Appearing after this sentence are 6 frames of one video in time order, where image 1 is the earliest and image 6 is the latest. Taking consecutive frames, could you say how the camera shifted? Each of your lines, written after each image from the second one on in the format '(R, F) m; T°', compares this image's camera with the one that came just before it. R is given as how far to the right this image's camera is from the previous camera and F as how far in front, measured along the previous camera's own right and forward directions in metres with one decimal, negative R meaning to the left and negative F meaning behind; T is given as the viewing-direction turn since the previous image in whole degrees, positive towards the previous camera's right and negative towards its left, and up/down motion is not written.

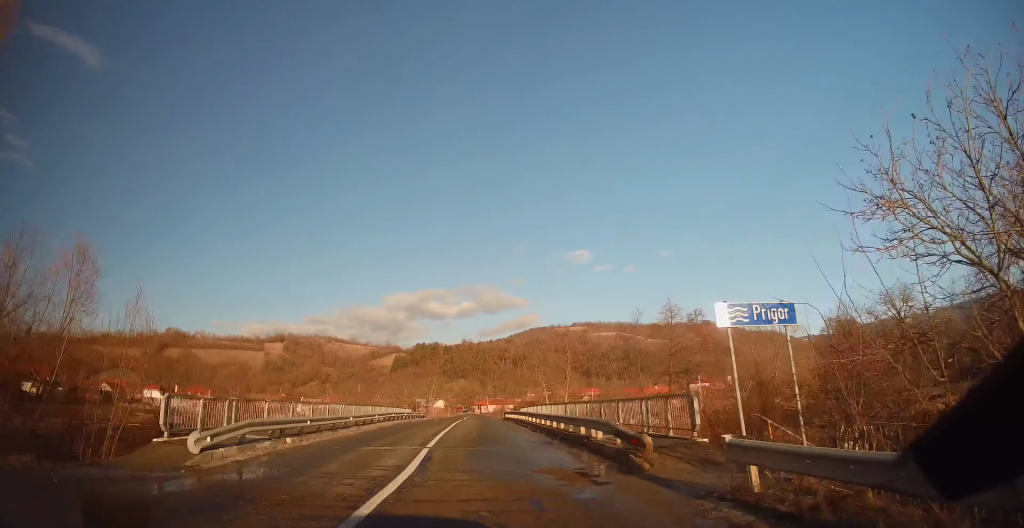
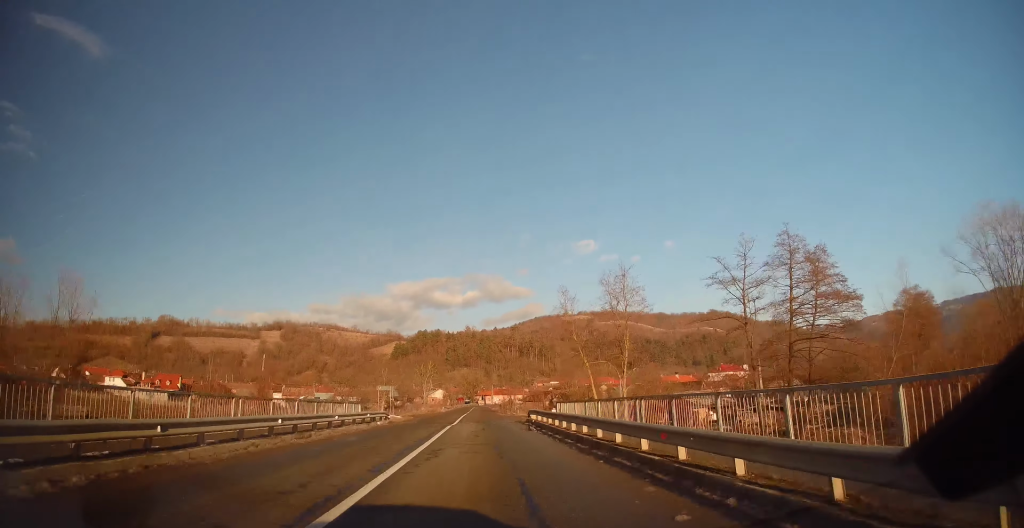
(0.0, +26.6) m; 0°
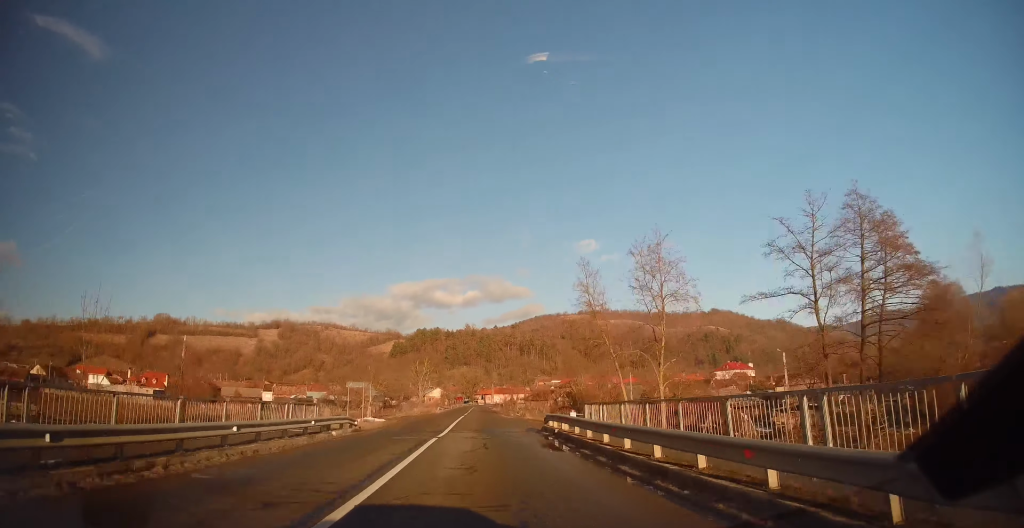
(0.0, +8.8) m; 0°
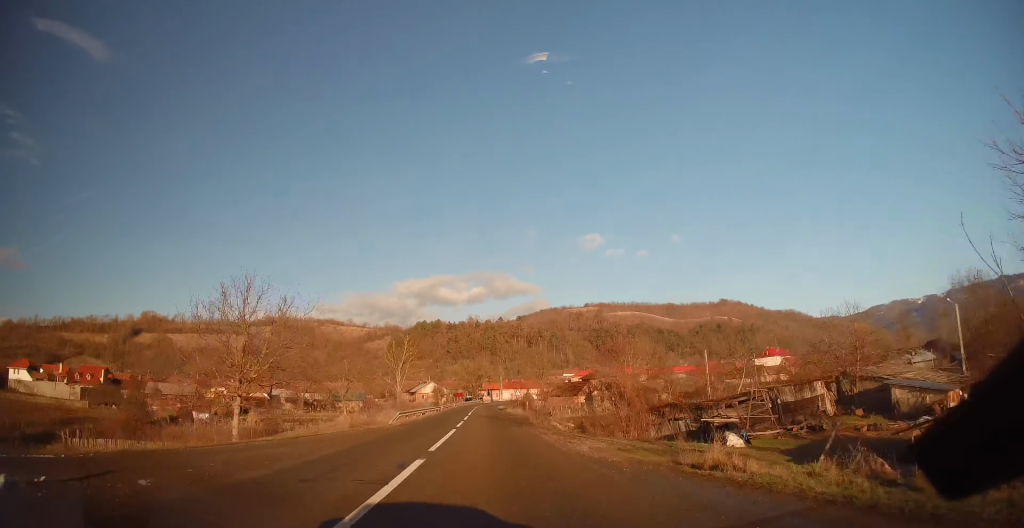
(+0.4, +38.0) m; 0°
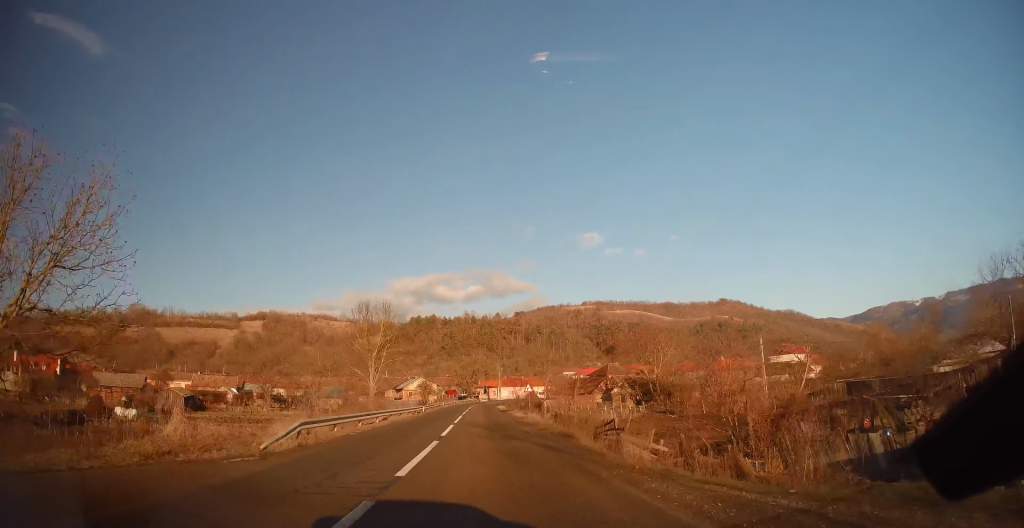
(-0.1, +17.3) m; -1°
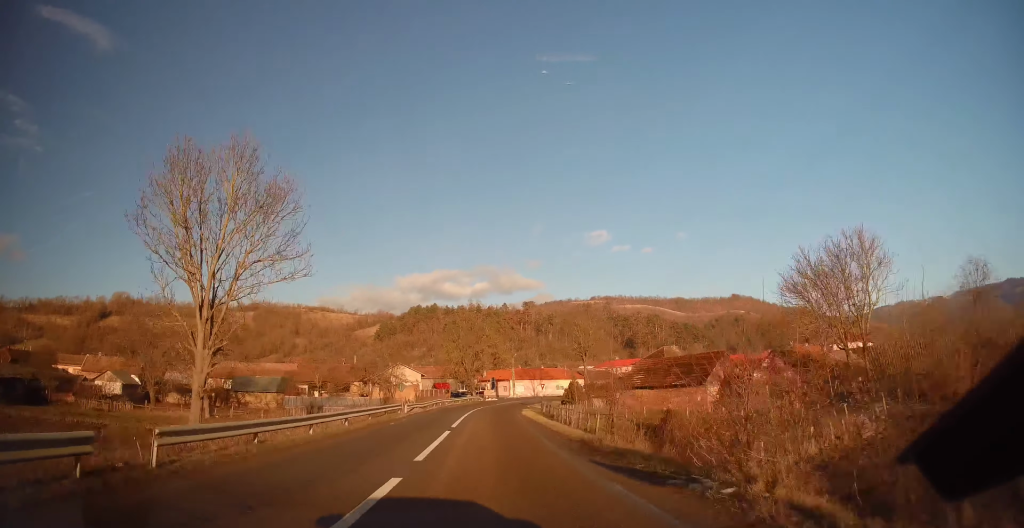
(+0.2, +41.1) m; +1°
